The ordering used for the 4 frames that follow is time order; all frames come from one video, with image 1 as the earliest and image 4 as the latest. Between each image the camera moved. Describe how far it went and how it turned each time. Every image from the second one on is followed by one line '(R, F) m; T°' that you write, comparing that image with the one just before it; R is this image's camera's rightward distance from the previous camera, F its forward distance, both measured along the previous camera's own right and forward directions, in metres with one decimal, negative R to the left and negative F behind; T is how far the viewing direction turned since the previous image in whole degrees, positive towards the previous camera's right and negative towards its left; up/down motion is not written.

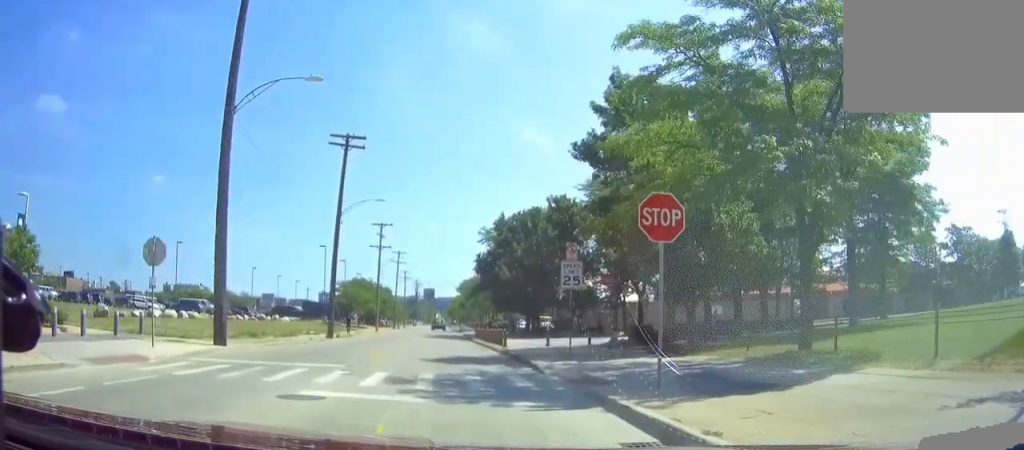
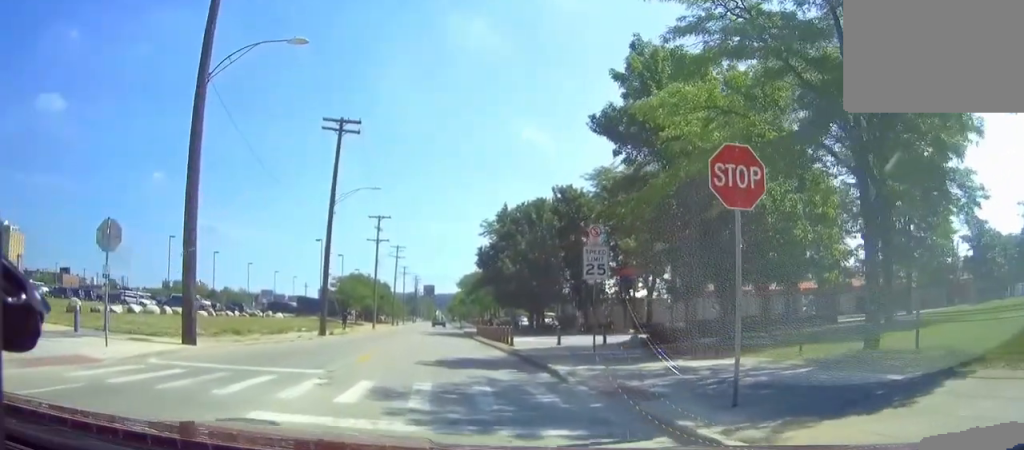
(0.0, +2.8) m; +1°
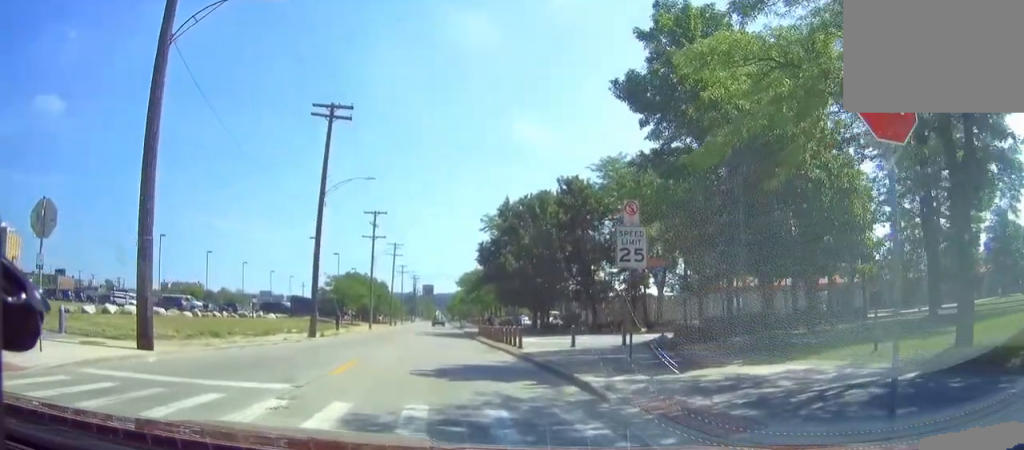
(+0.1, +4.1) m; 0°
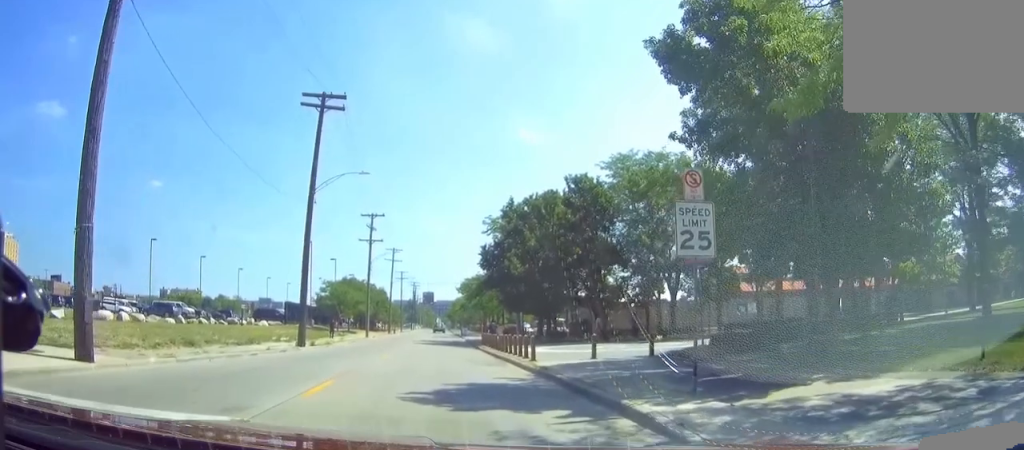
(-0.1, +4.4) m; 0°
